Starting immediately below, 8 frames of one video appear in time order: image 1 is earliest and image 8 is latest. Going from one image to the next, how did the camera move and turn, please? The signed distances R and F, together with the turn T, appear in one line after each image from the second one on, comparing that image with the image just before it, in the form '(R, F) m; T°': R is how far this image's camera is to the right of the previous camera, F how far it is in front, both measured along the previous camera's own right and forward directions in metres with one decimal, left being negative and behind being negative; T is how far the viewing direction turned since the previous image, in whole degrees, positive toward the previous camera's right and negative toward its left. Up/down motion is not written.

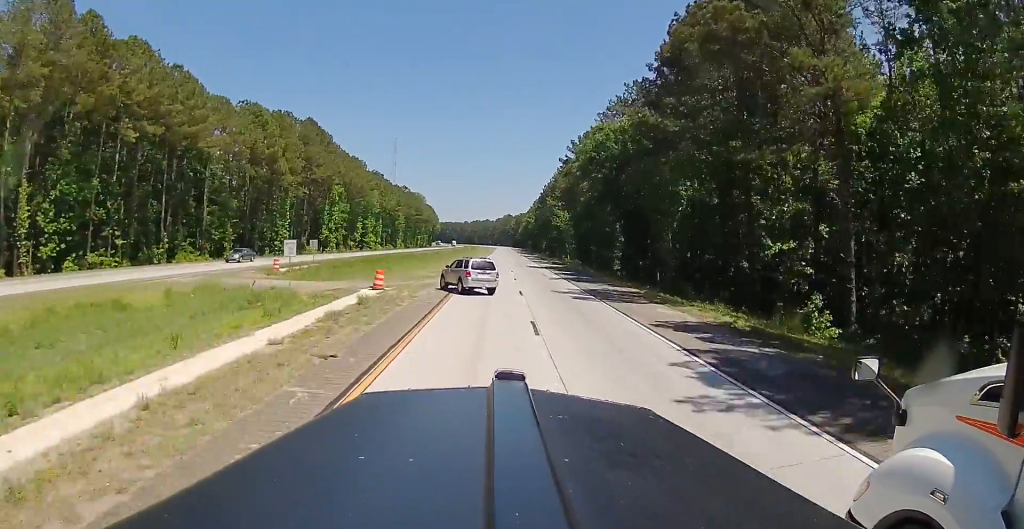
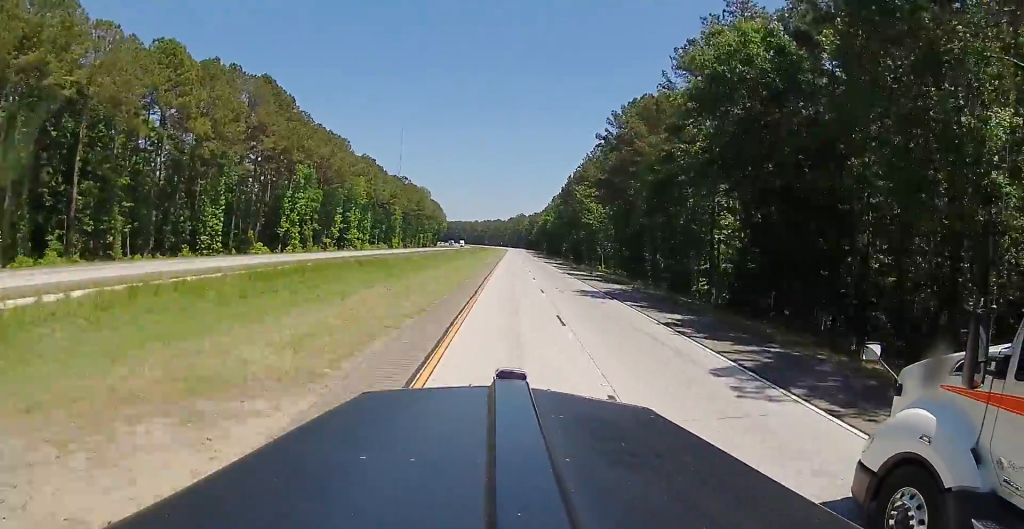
(-0.5, +32.2) m; 0°
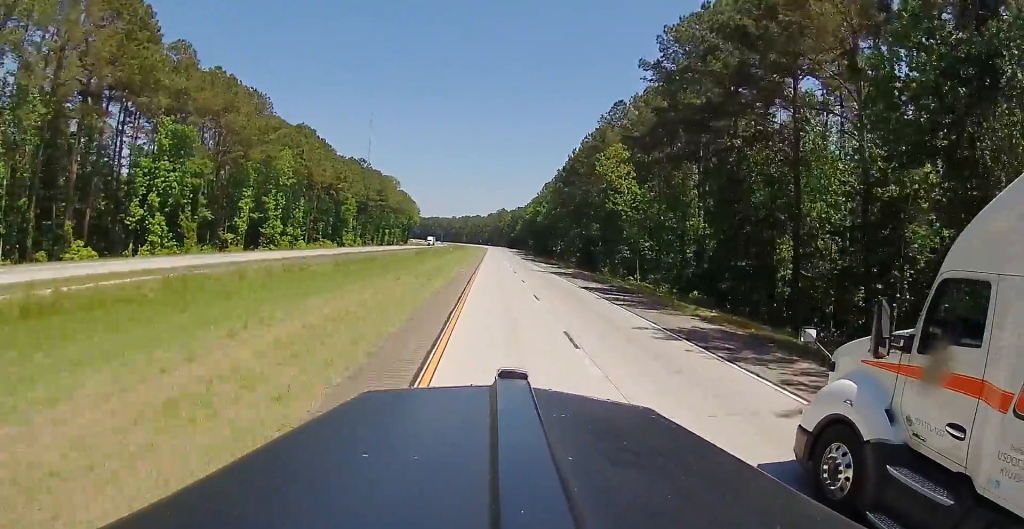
(+0.8, +39.1) m; +1°
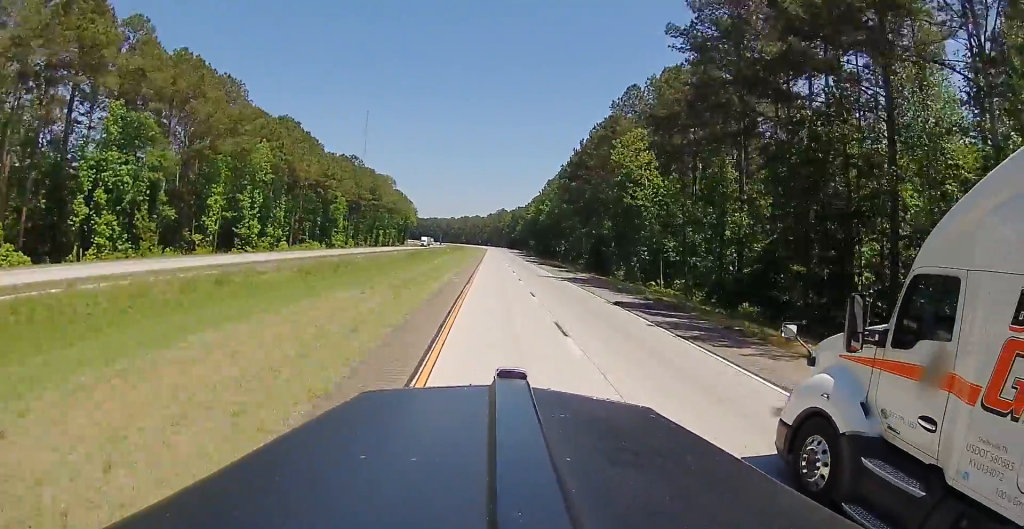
(0.0, +9.8) m; 0°
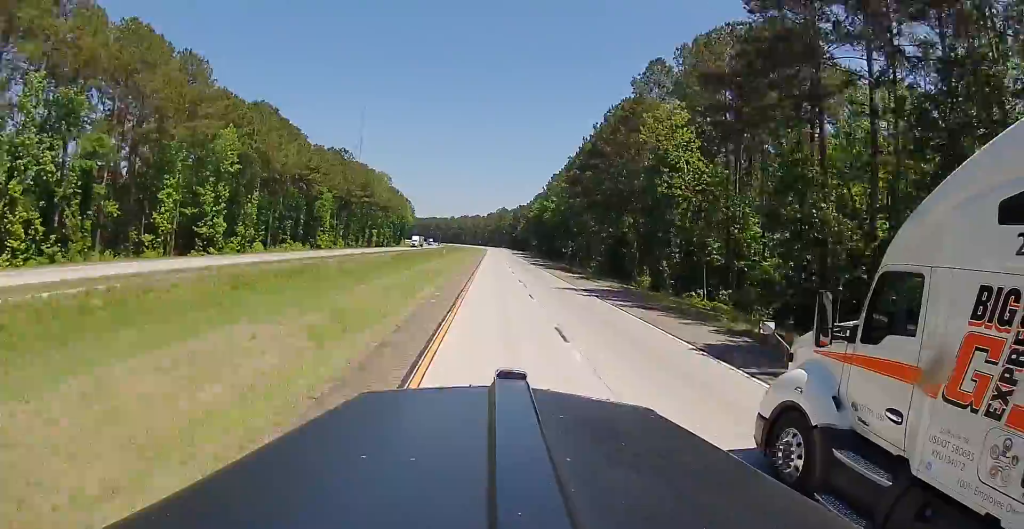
(-0.1, +12.4) m; 0°
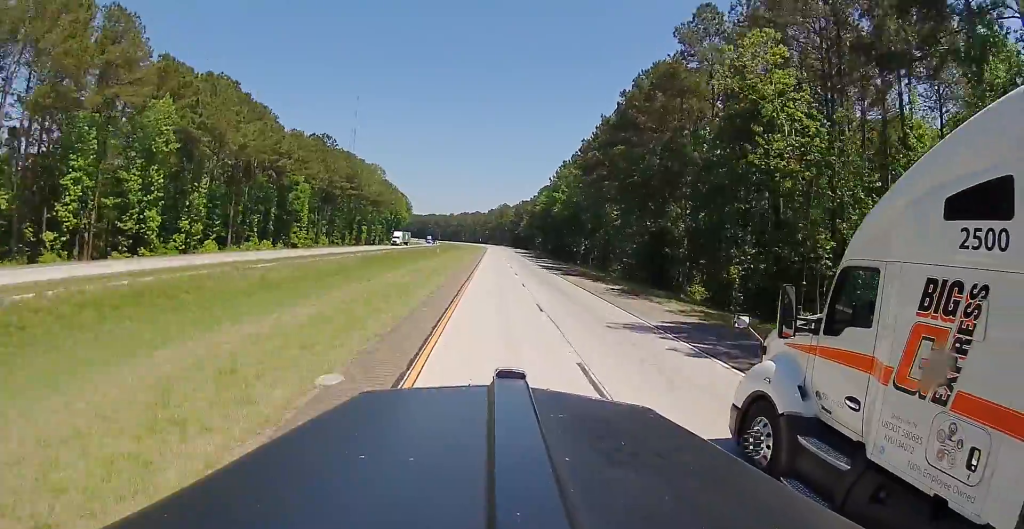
(0.0, +18.3) m; 0°
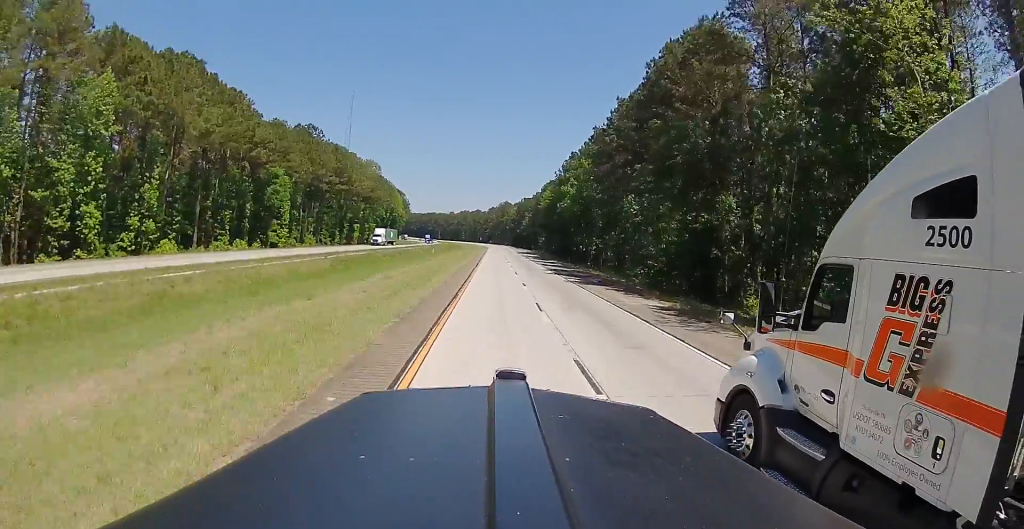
(0.0, +11.8) m; +1°
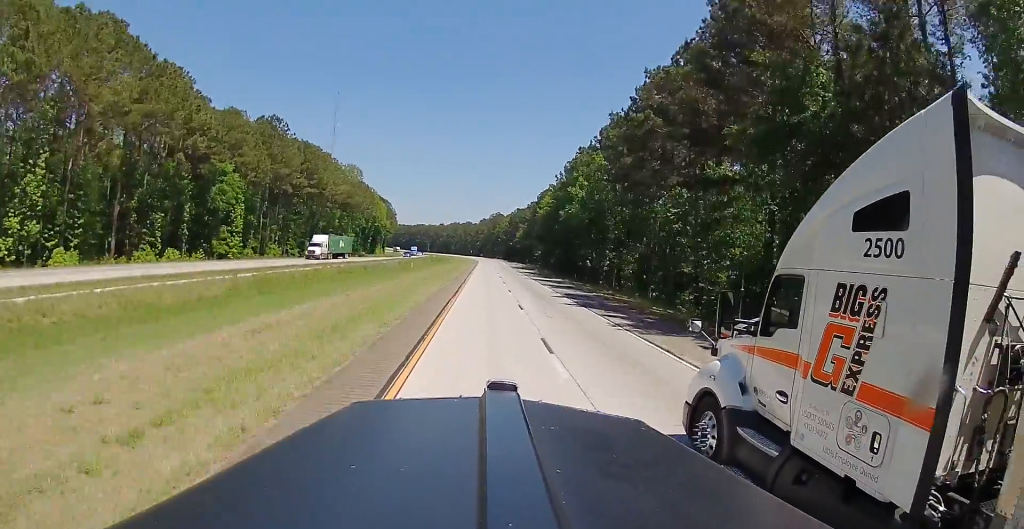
(+0.2, +18.7) m; +1°
